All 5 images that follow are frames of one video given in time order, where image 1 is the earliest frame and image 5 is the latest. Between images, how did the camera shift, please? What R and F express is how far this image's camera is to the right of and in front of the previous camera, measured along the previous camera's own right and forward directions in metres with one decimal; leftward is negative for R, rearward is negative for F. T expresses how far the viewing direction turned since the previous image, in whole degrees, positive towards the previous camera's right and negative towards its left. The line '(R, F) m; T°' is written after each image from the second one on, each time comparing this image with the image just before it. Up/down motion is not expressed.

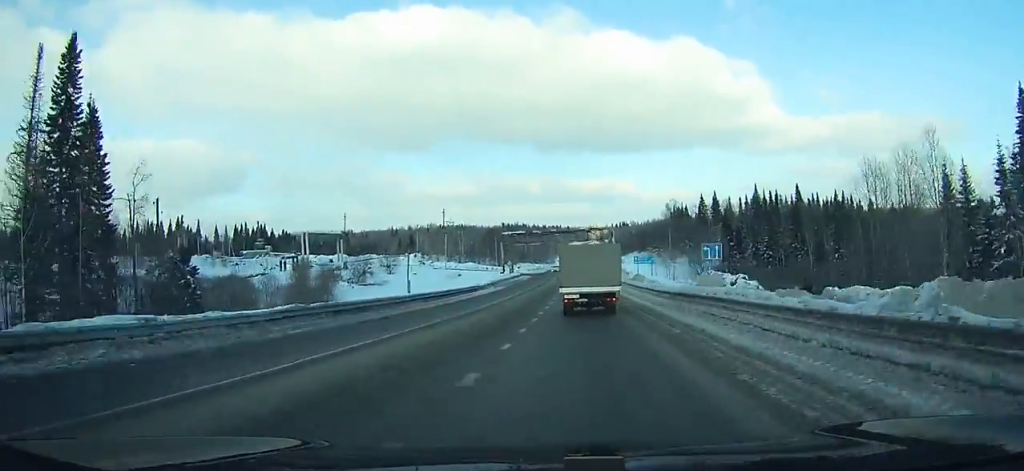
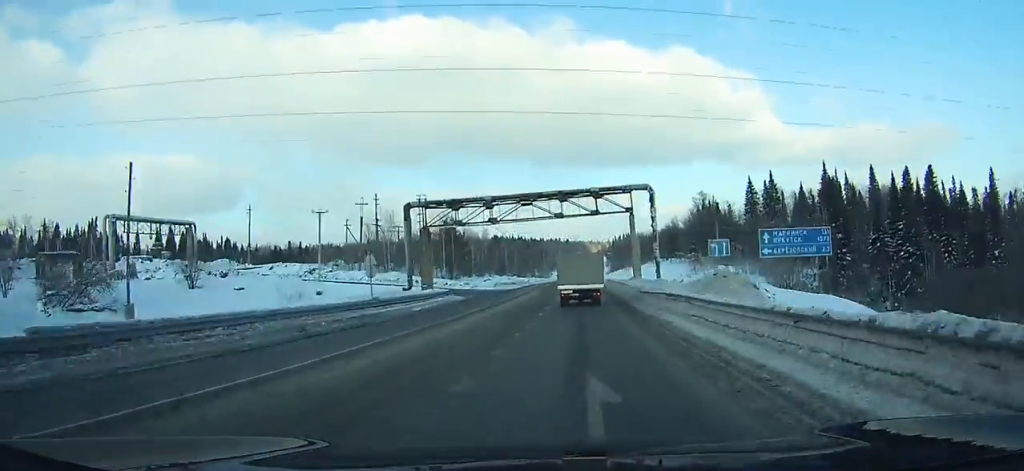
(-0.8, +61.4) m; 0°
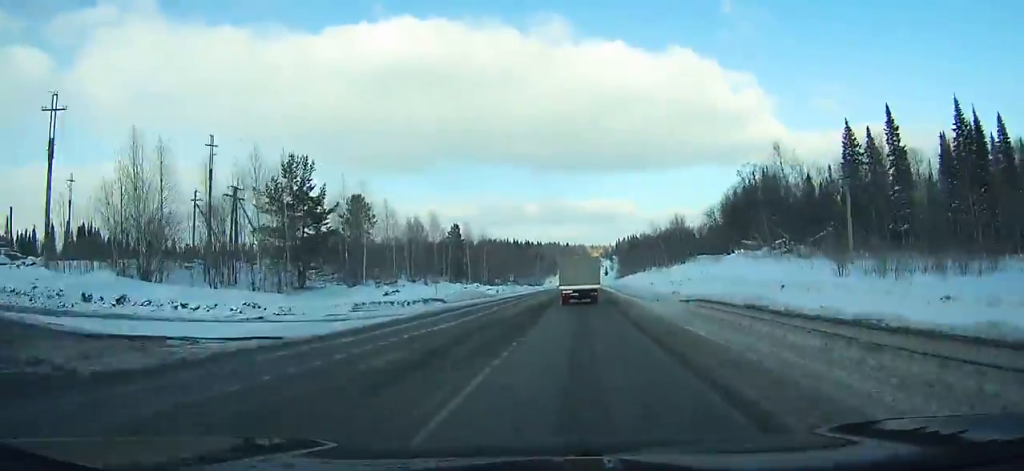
(+1.1, +59.3) m; +1°
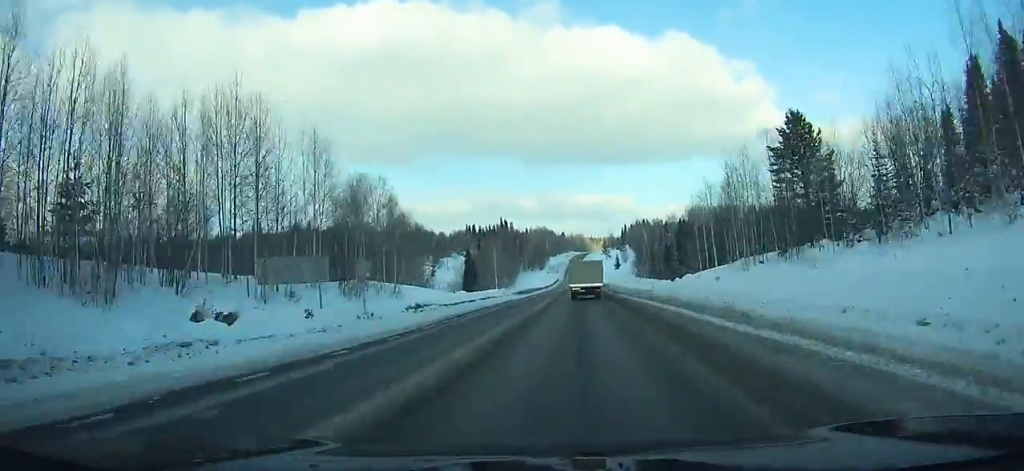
(-1.2, +124.7) m; -1°
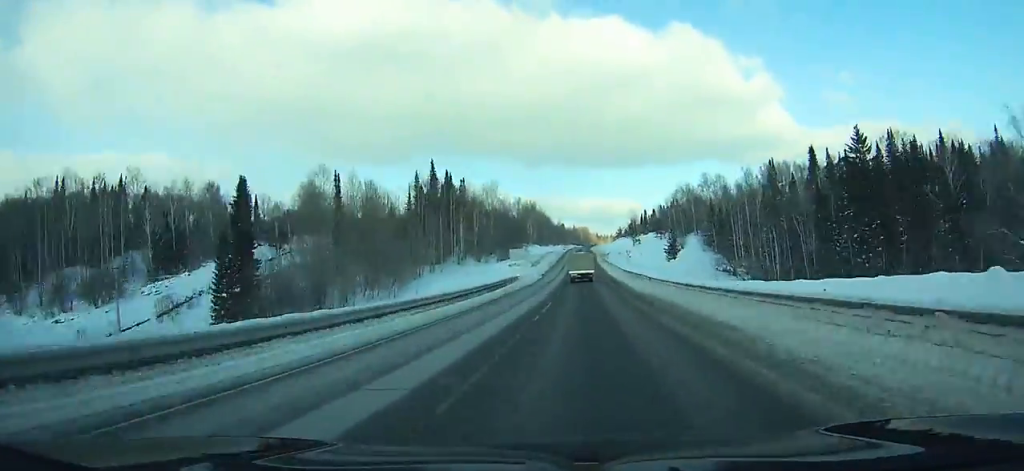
(-1.1, +147.9) m; -1°
